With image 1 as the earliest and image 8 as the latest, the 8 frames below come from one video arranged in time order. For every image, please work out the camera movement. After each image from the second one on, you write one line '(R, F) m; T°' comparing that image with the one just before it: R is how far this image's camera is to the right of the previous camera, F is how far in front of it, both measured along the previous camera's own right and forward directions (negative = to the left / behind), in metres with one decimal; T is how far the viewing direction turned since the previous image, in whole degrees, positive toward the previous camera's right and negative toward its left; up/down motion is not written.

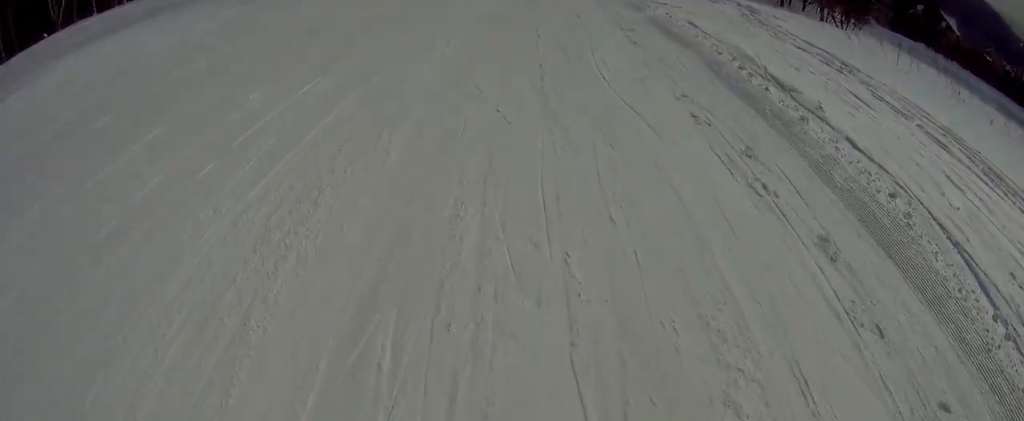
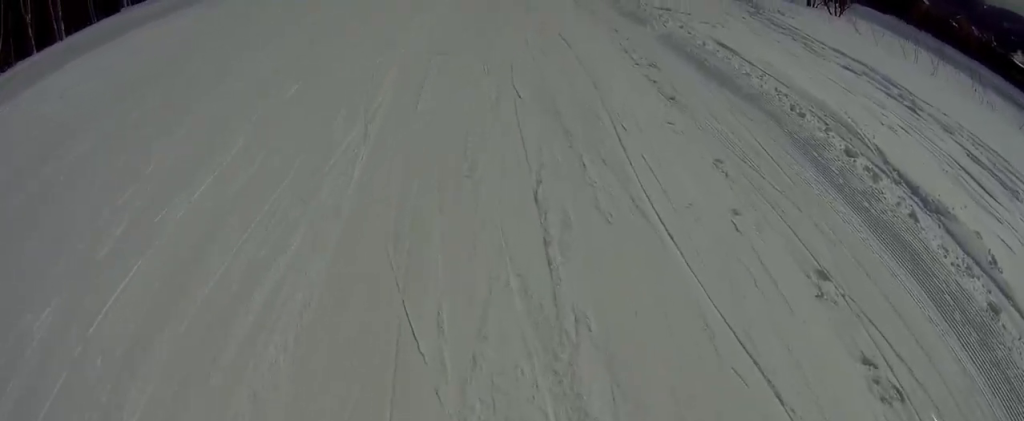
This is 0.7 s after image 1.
(-0.4, +2.9) m; -2°
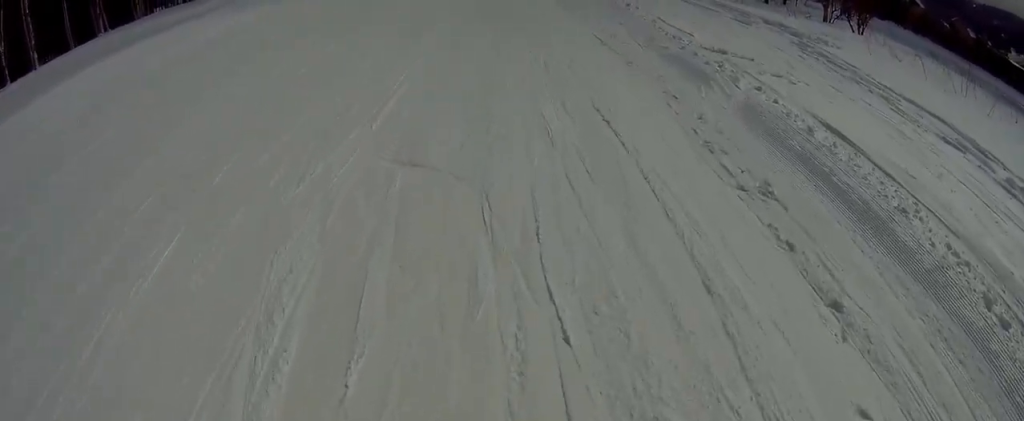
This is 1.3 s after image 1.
(-0.7, +2.7) m; -1°
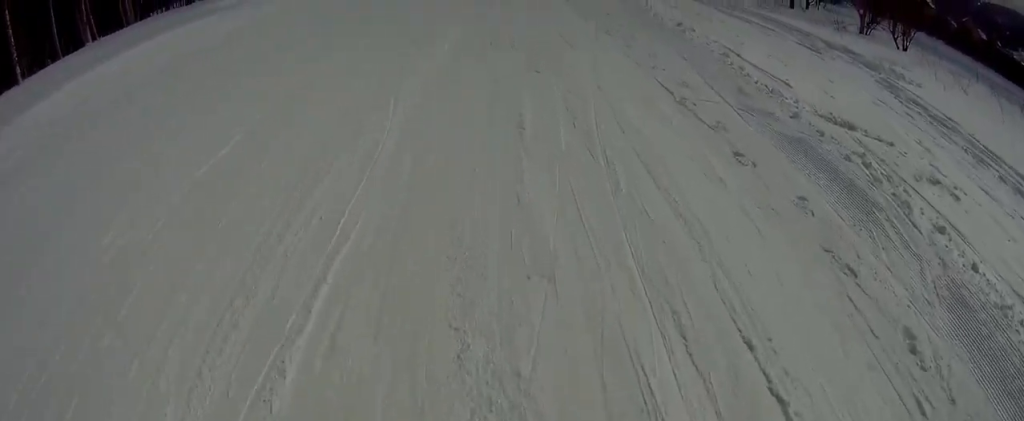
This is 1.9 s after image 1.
(+0.7, +3.0) m; +9°
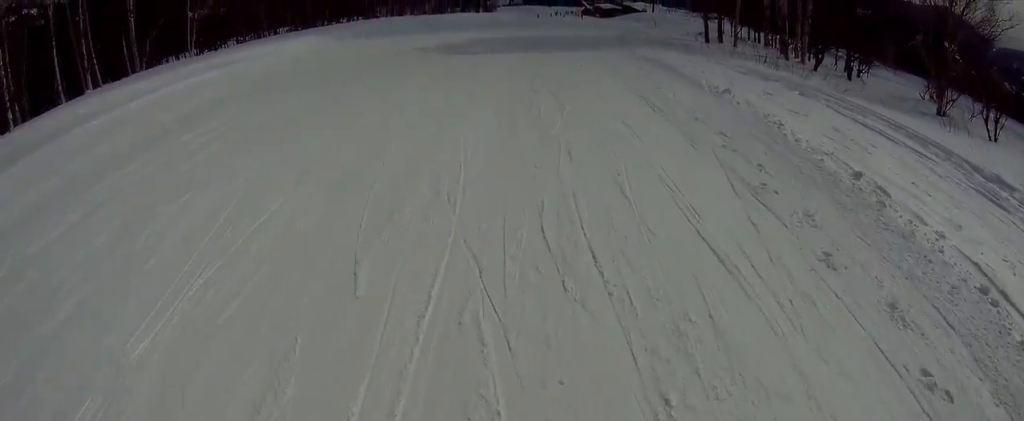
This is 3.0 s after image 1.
(+0.4, +5.1) m; -7°
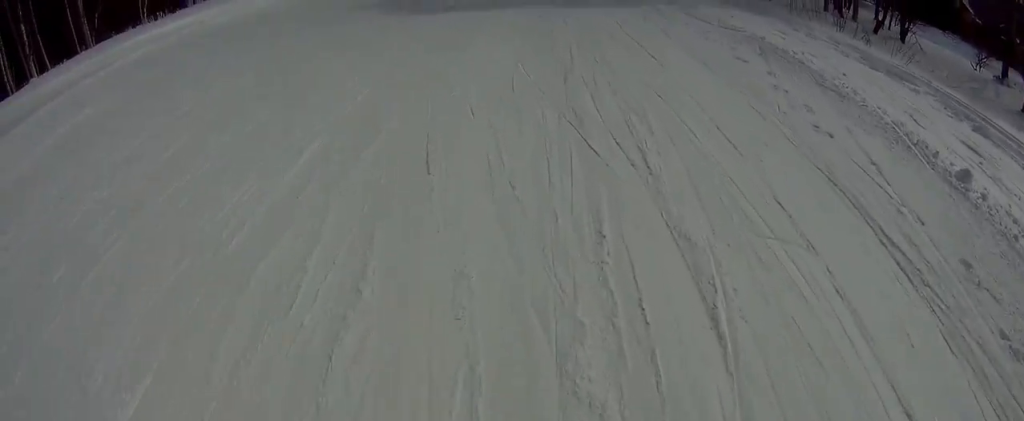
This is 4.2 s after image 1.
(-1.3, +5.7) m; -4°
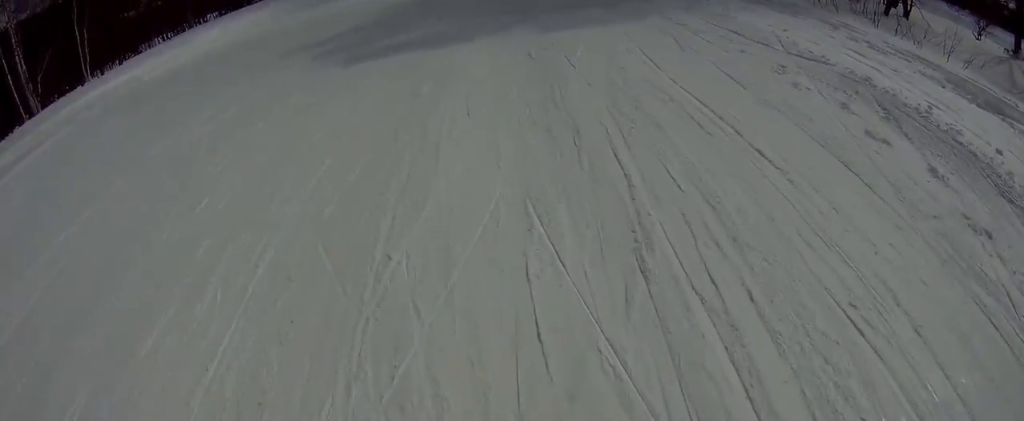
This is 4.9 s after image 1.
(+0.7, +3.5) m; 0°
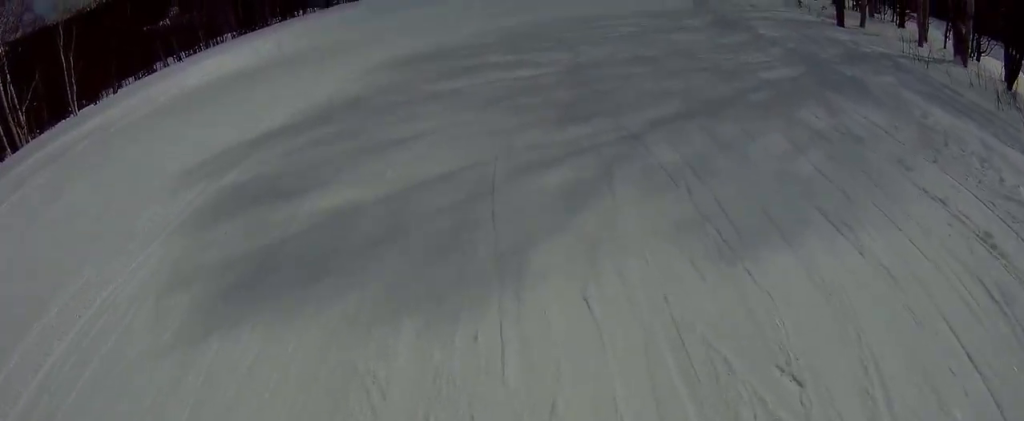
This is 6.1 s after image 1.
(-0.6, +5.9) m; 0°
